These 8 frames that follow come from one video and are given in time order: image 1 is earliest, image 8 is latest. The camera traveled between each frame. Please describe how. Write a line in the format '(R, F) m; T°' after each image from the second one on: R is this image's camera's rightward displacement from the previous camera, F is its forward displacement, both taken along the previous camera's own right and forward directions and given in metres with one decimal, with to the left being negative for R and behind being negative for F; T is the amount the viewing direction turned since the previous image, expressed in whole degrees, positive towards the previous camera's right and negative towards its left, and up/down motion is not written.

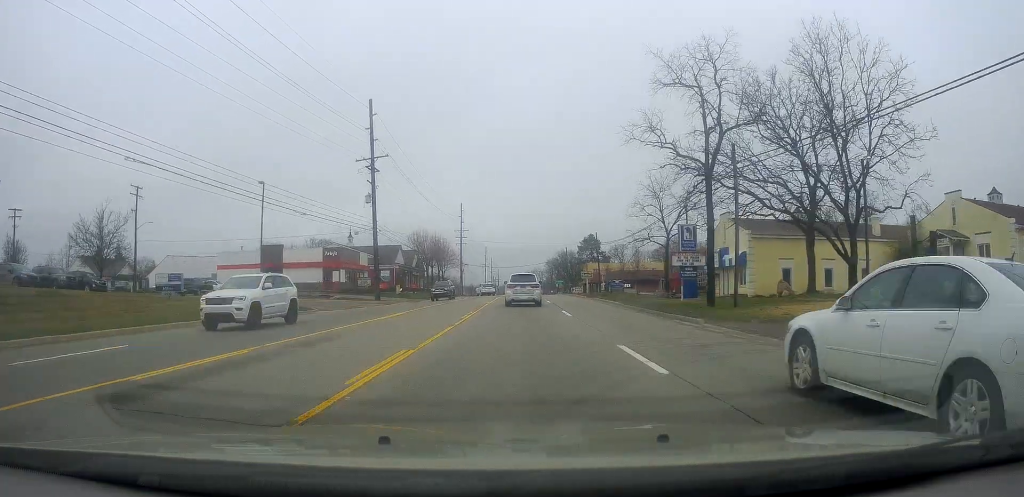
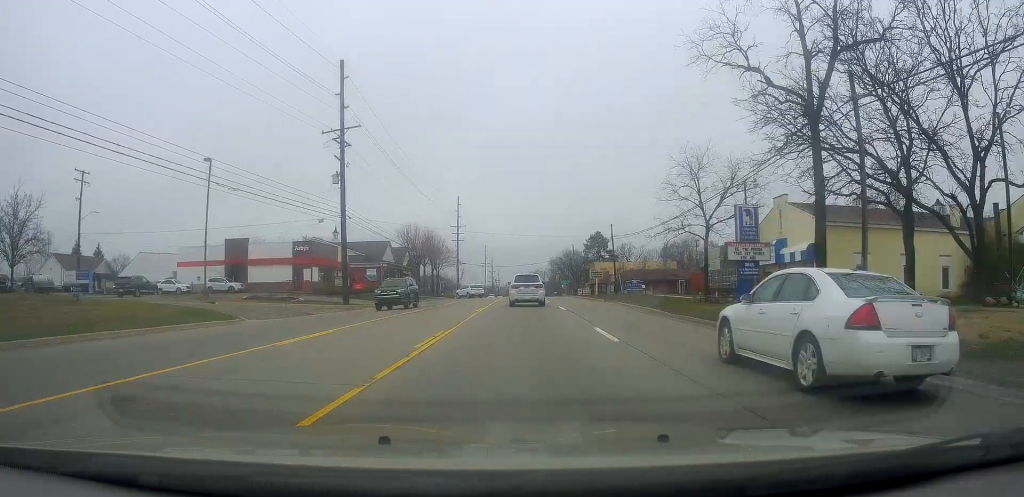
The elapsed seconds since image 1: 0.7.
(-0.3, +10.4) m; 0°
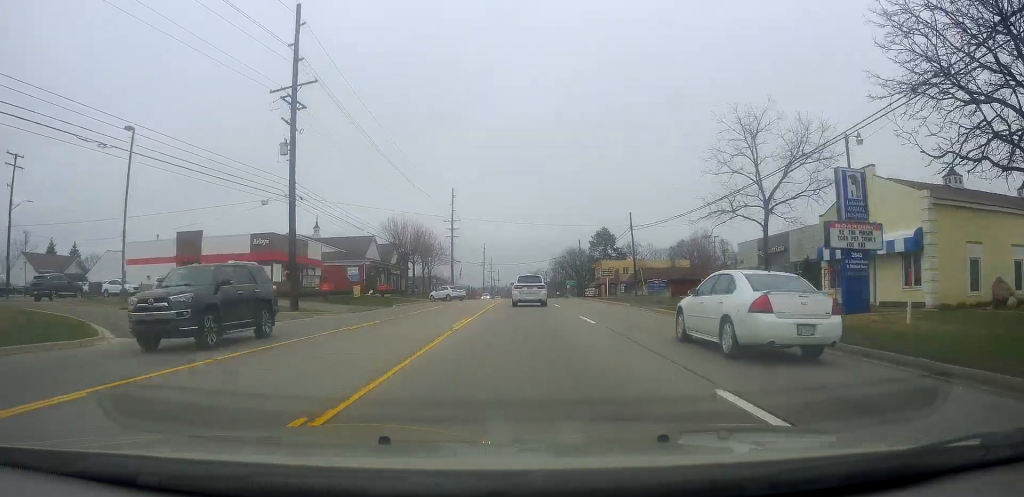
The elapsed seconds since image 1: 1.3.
(+0.1, +10.2) m; -1°
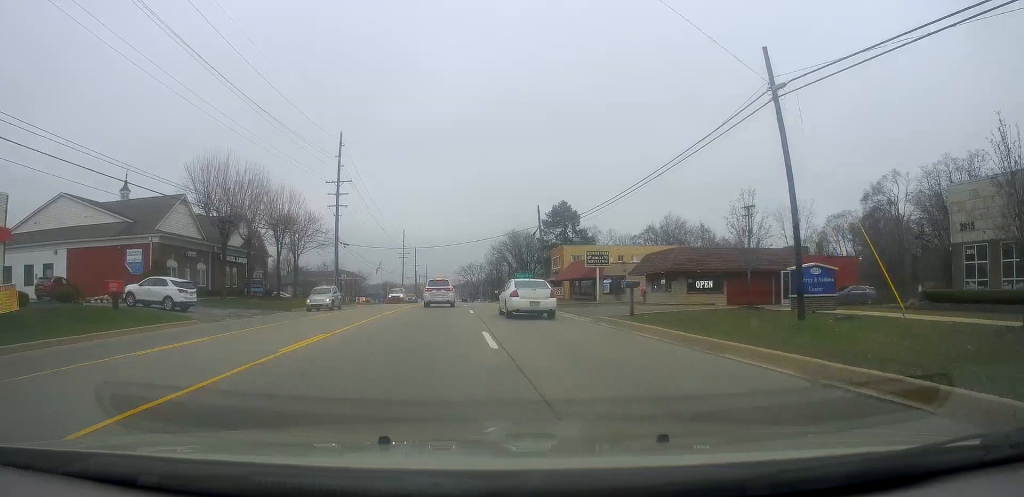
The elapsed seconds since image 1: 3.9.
(-0.1, +37.7) m; +6°
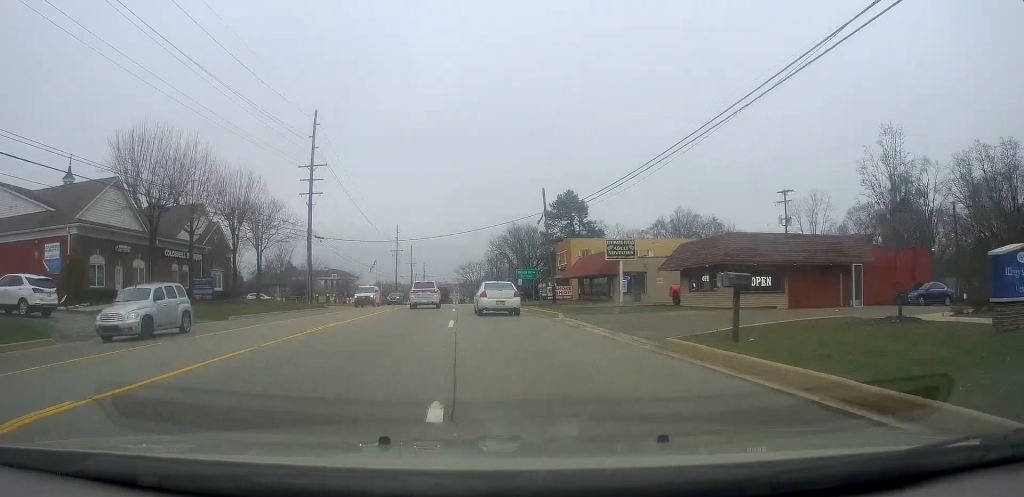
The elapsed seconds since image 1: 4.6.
(+0.5, +9.1) m; +1°
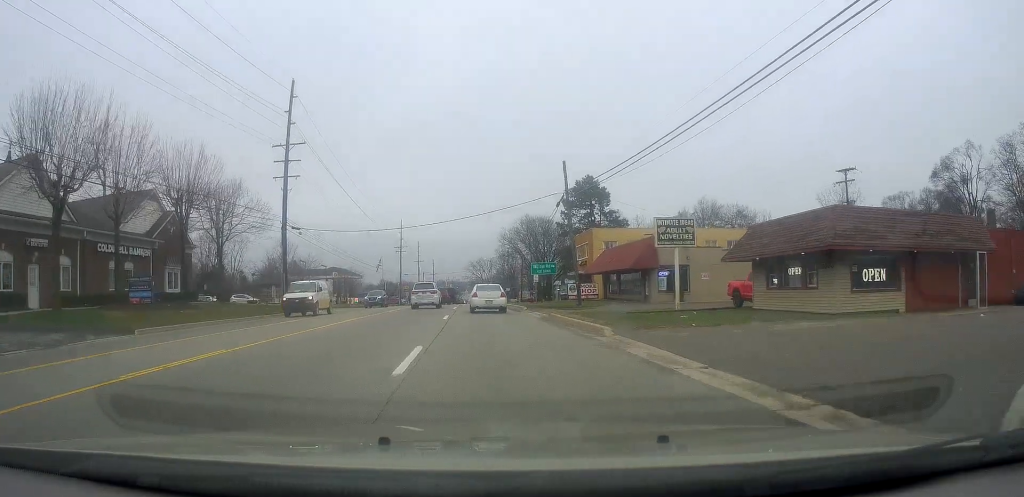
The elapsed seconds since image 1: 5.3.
(+0.1, +9.5) m; -1°
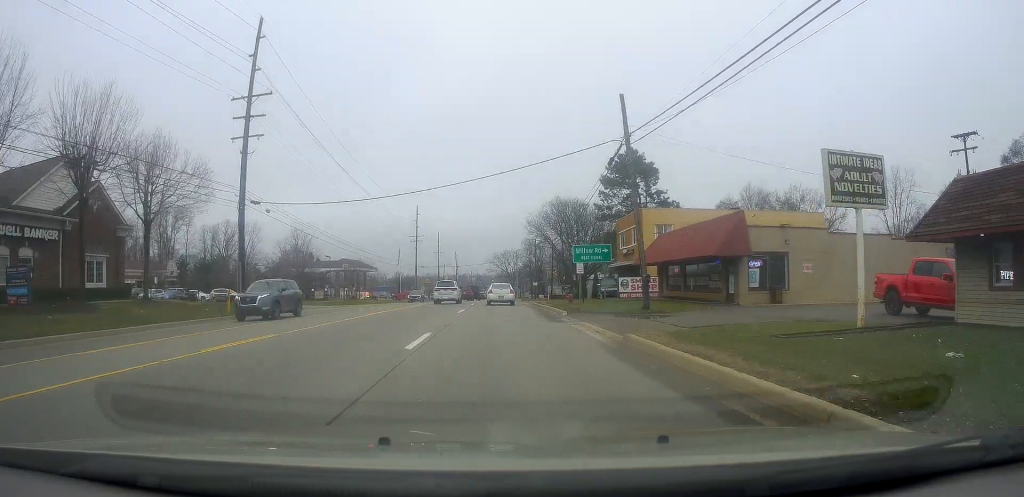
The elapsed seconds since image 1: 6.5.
(-0.4, +13.5) m; -3°
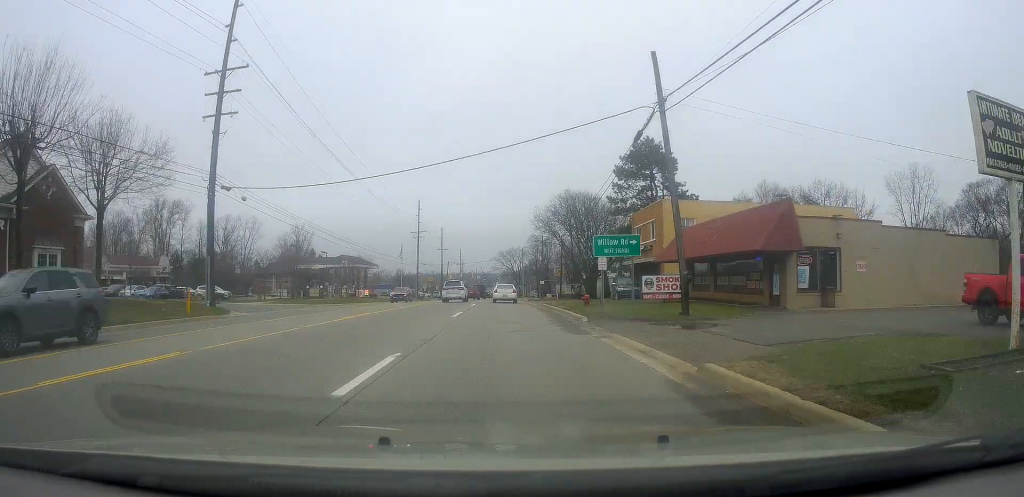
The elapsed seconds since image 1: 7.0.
(-0.1, +5.6) m; 0°
